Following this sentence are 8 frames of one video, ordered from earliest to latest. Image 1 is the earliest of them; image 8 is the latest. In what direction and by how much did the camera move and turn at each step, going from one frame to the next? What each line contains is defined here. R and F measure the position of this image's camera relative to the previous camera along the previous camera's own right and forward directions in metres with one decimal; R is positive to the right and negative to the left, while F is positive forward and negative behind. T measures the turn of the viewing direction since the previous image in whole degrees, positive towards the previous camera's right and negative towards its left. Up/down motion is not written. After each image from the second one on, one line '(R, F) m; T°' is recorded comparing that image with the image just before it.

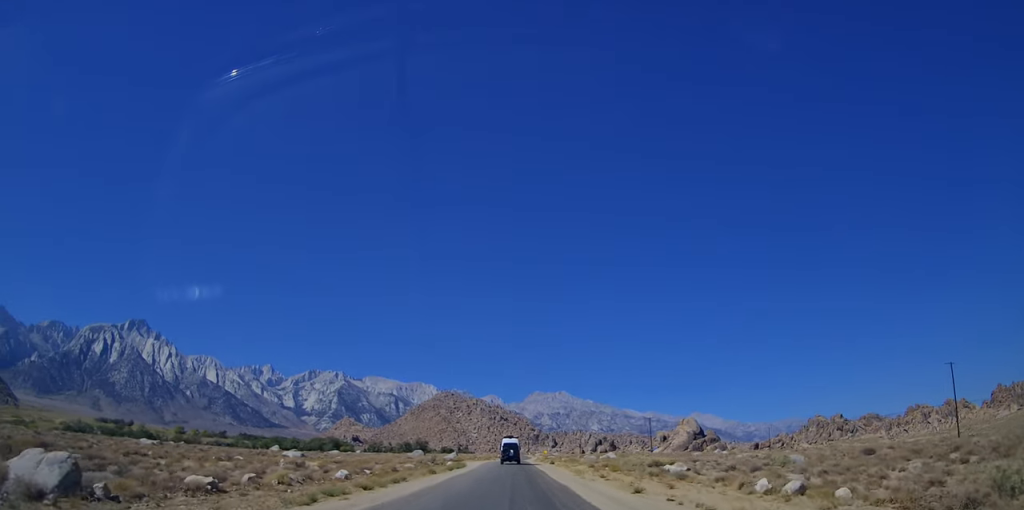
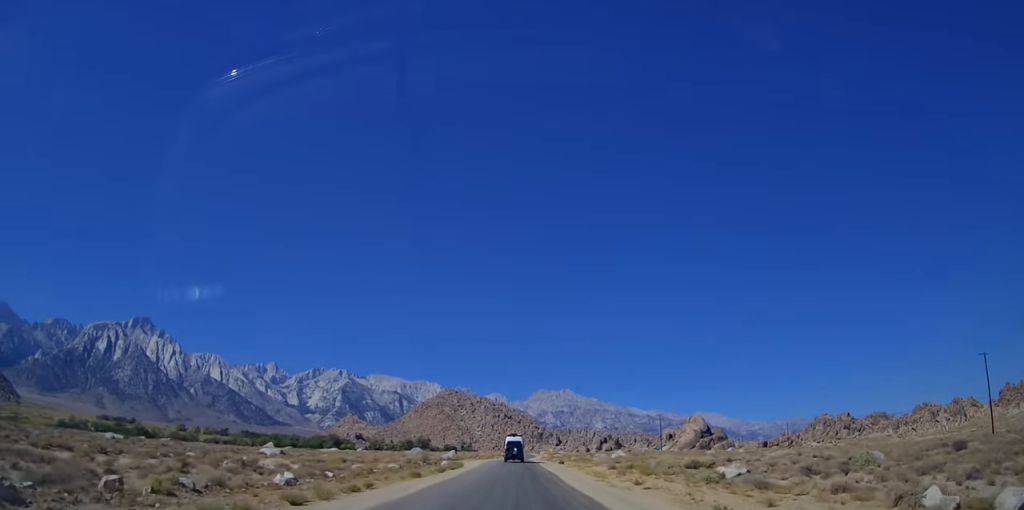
(-0.7, +8.0) m; -3°
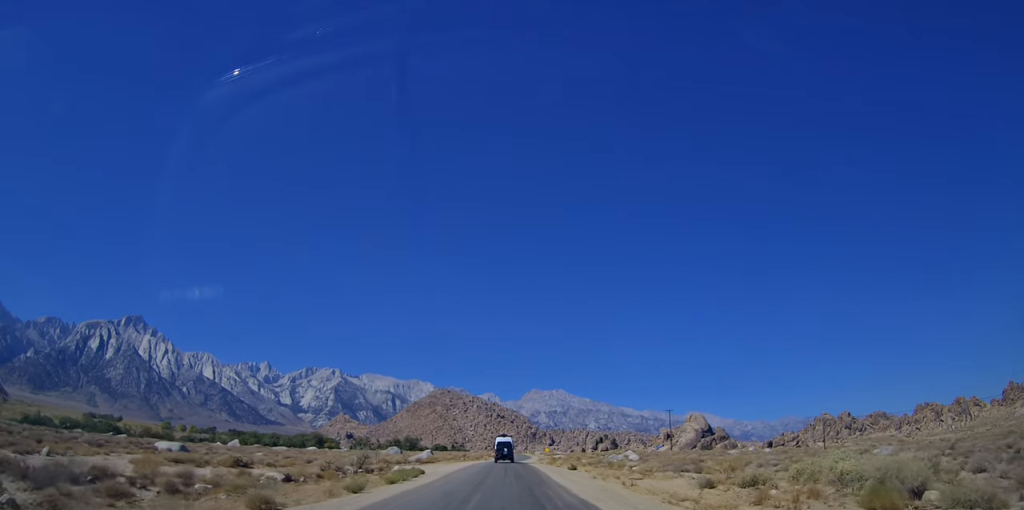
(+0.3, +20.3) m; +2°
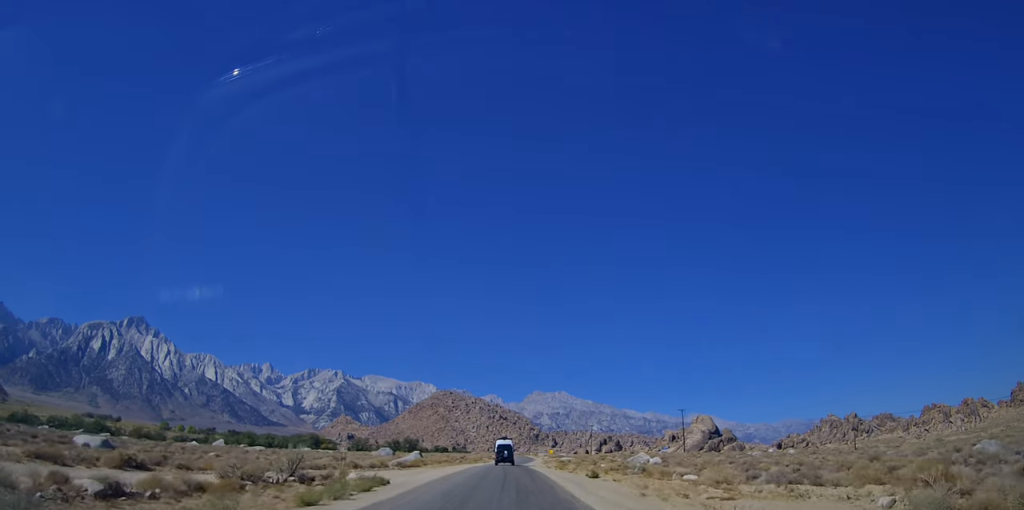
(0.0, +10.7) m; 0°
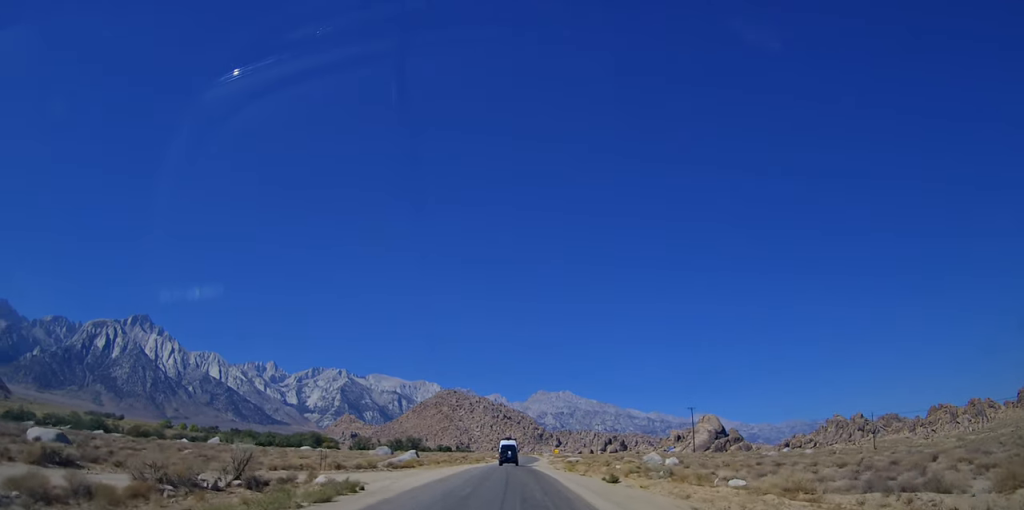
(0.0, +5.0) m; 0°
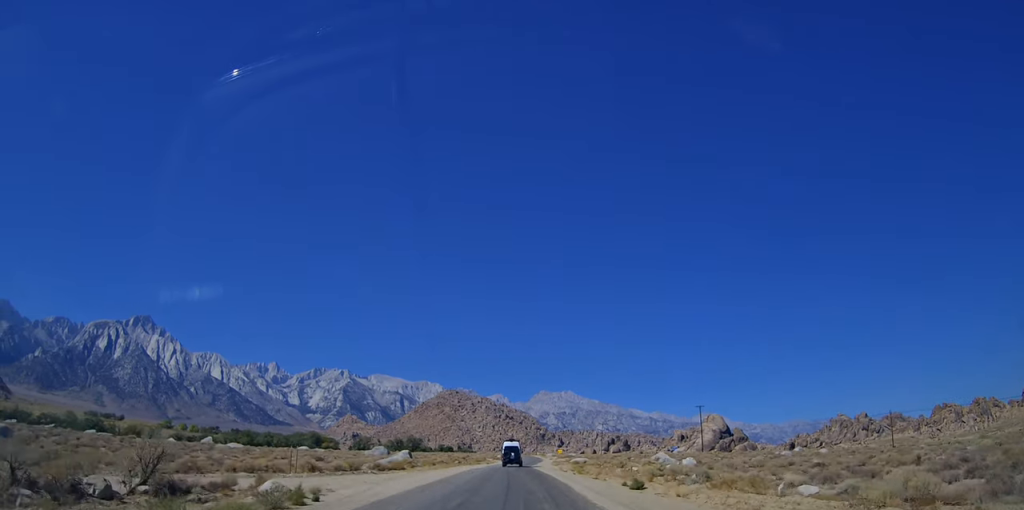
(0.0, +5.0) m; +1°
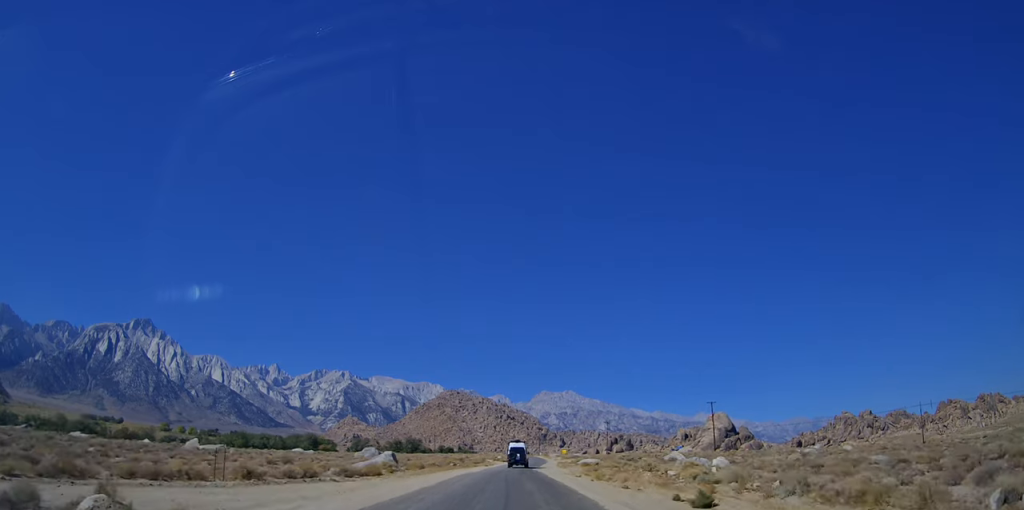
(+0.1, +7.9) m; +1°
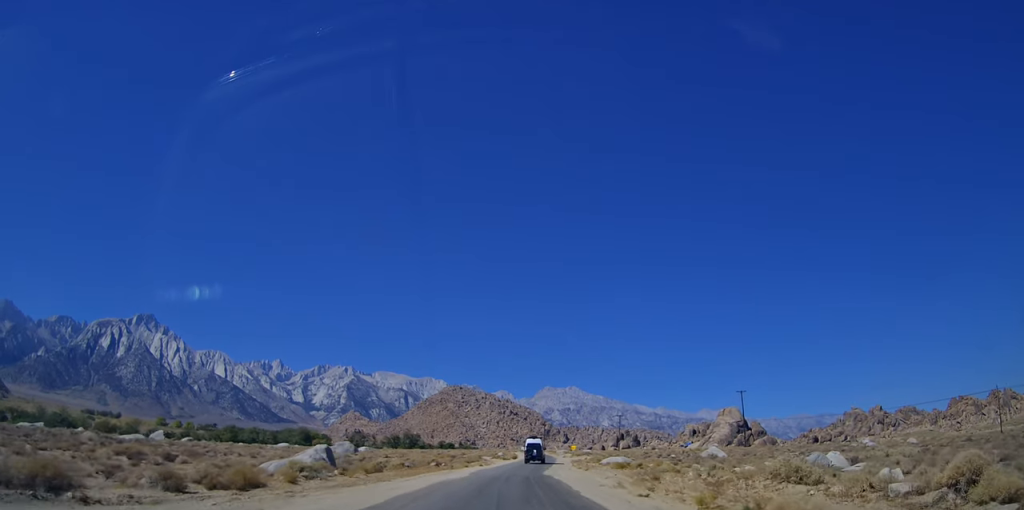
(+0.1, +16.9) m; -2°
